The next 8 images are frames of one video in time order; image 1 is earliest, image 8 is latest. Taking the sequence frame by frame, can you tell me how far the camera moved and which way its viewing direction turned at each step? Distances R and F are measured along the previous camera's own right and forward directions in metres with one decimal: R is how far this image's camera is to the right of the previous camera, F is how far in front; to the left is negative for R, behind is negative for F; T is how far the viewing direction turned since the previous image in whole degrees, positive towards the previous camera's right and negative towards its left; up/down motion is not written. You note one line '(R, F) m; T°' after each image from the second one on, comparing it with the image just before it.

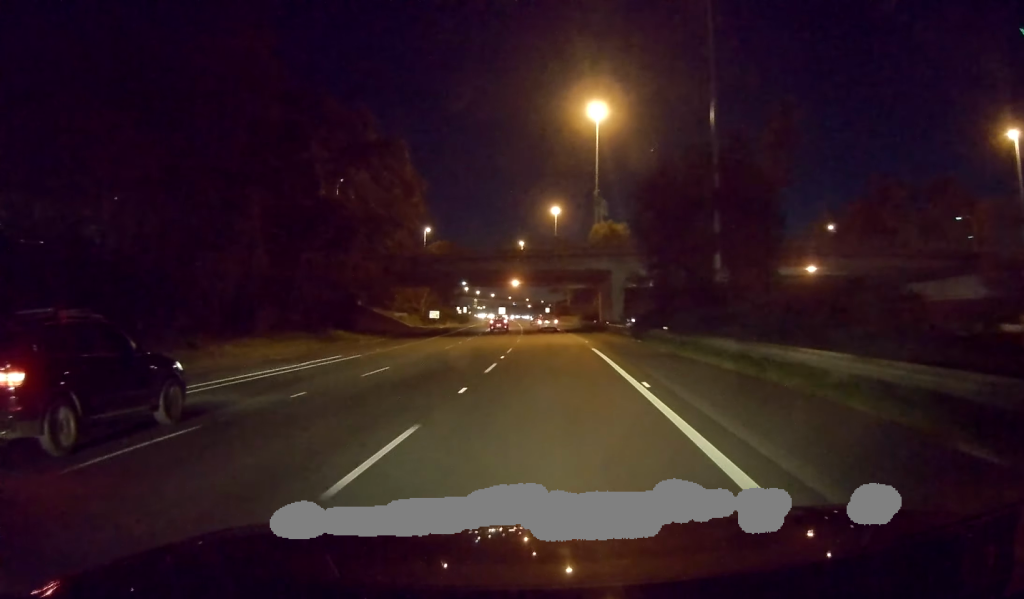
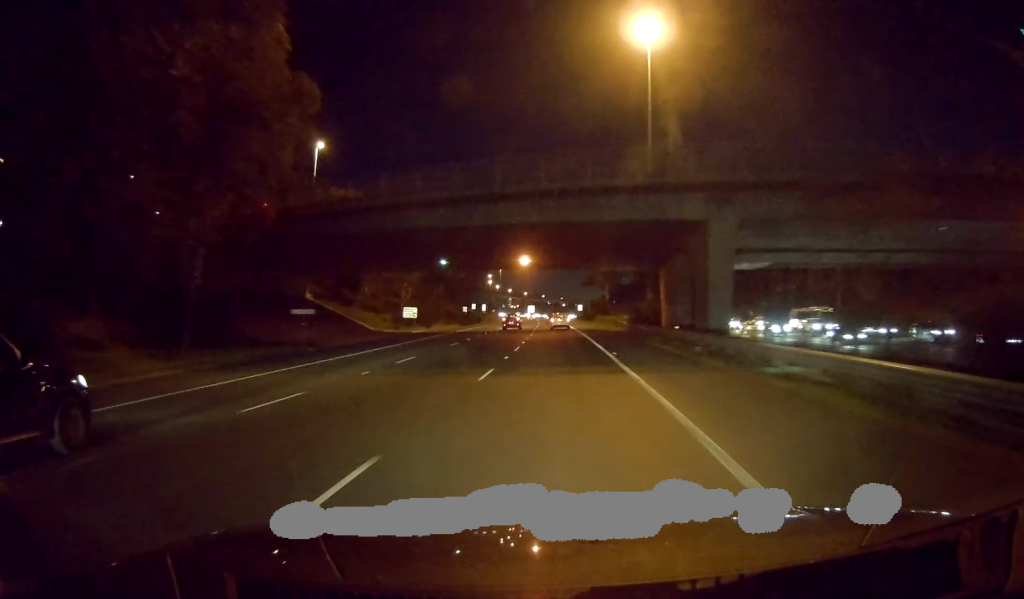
(-1.0, +35.8) m; -3°
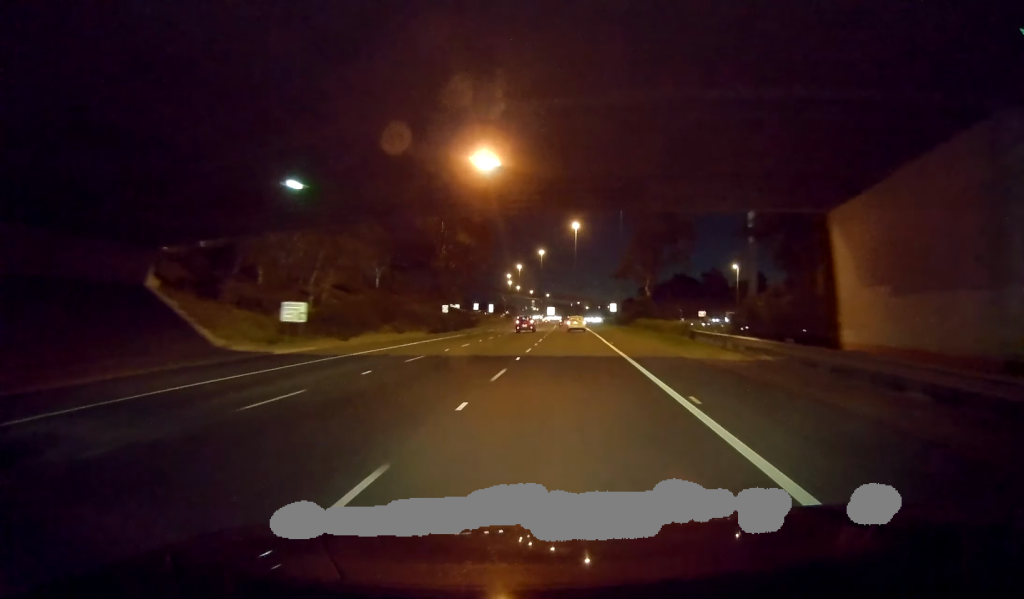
(-0.8, +36.5) m; -2°
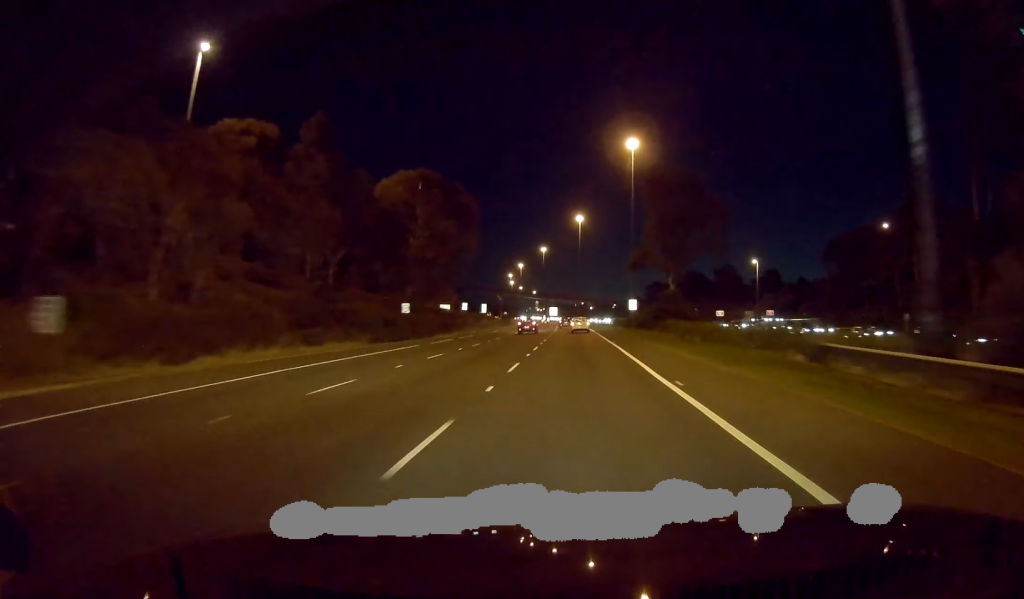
(-0.2, +20.9) m; -1°
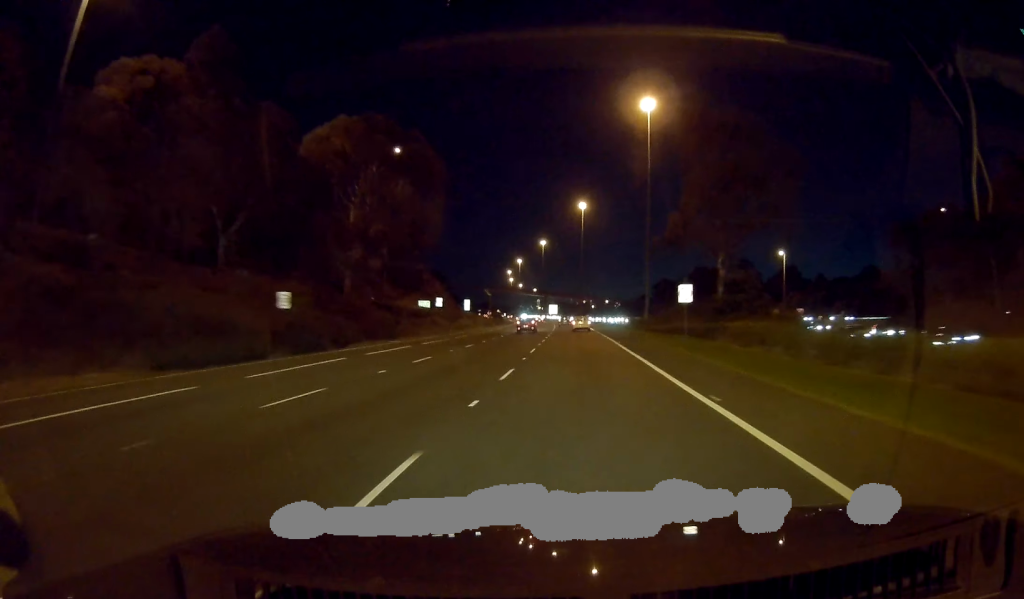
(+0.1, +26.3) m; 0°
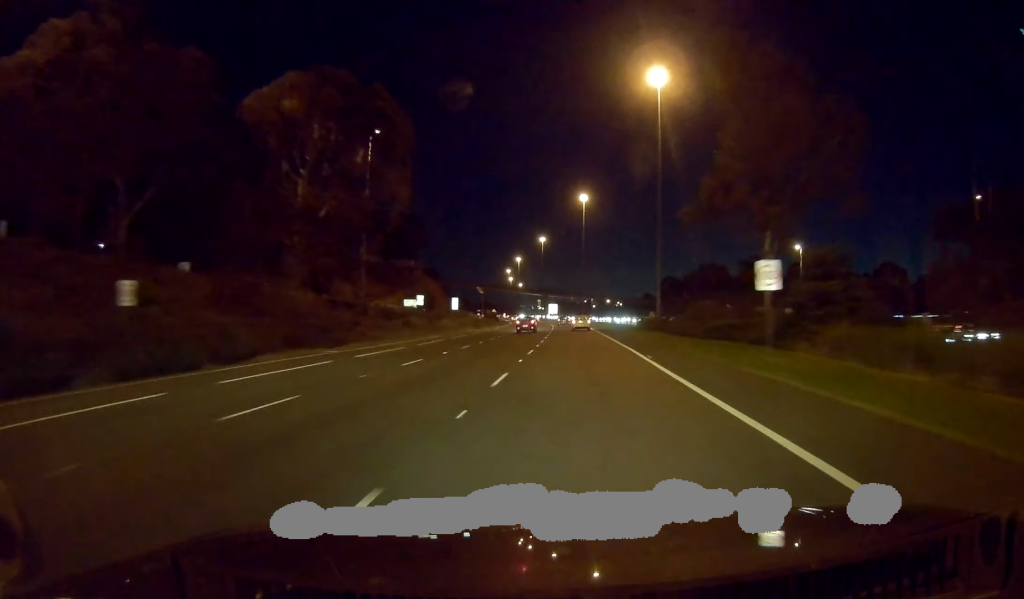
(-0.1, +12.6) m; 0°
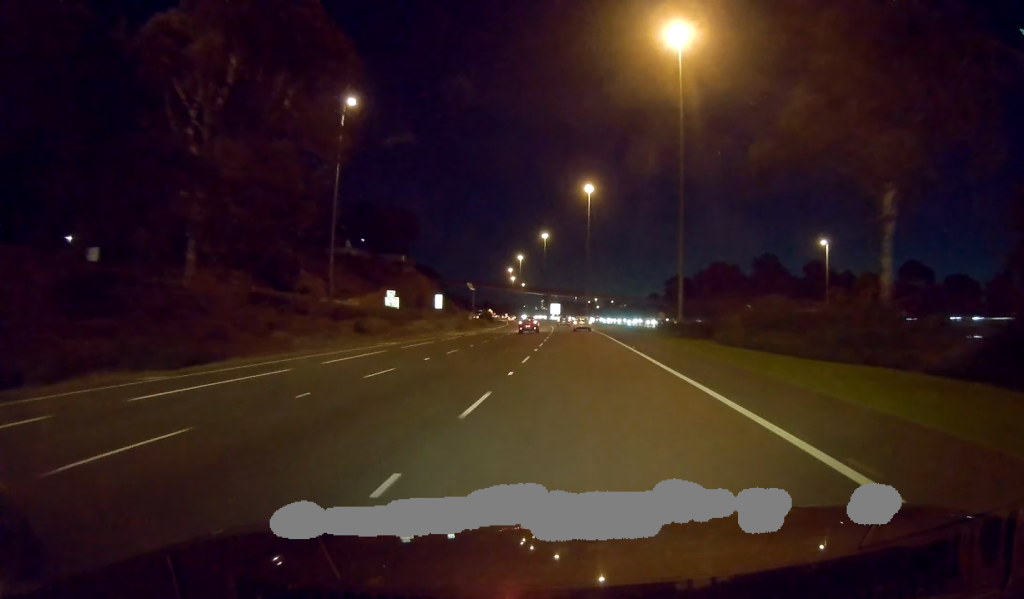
(0.0, +16.3) m; 0°
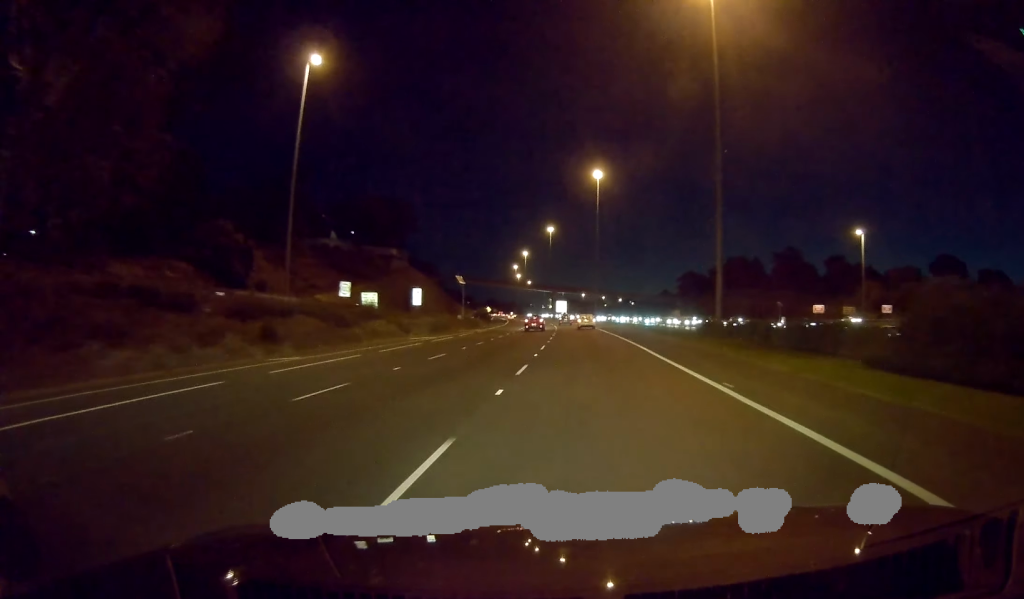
(+0.2, +17.3) m; 0°
